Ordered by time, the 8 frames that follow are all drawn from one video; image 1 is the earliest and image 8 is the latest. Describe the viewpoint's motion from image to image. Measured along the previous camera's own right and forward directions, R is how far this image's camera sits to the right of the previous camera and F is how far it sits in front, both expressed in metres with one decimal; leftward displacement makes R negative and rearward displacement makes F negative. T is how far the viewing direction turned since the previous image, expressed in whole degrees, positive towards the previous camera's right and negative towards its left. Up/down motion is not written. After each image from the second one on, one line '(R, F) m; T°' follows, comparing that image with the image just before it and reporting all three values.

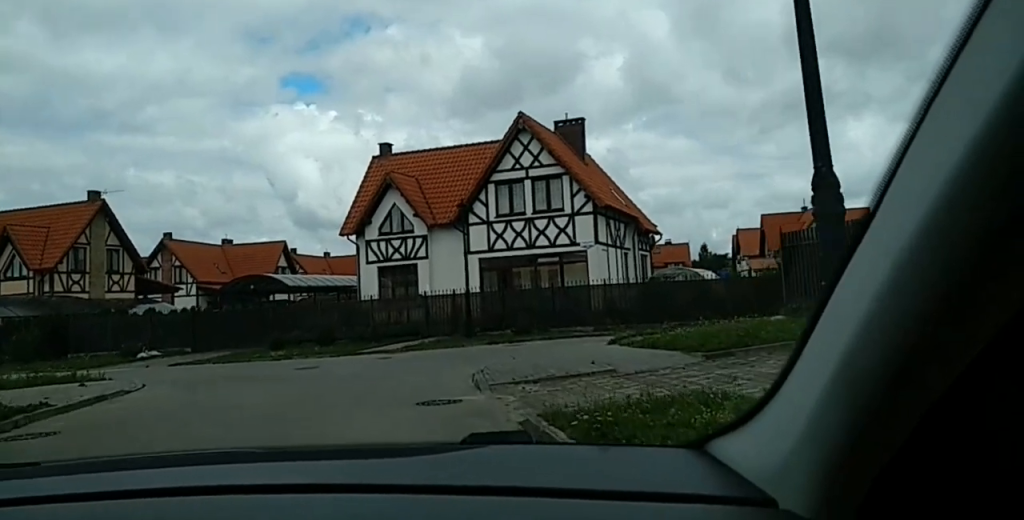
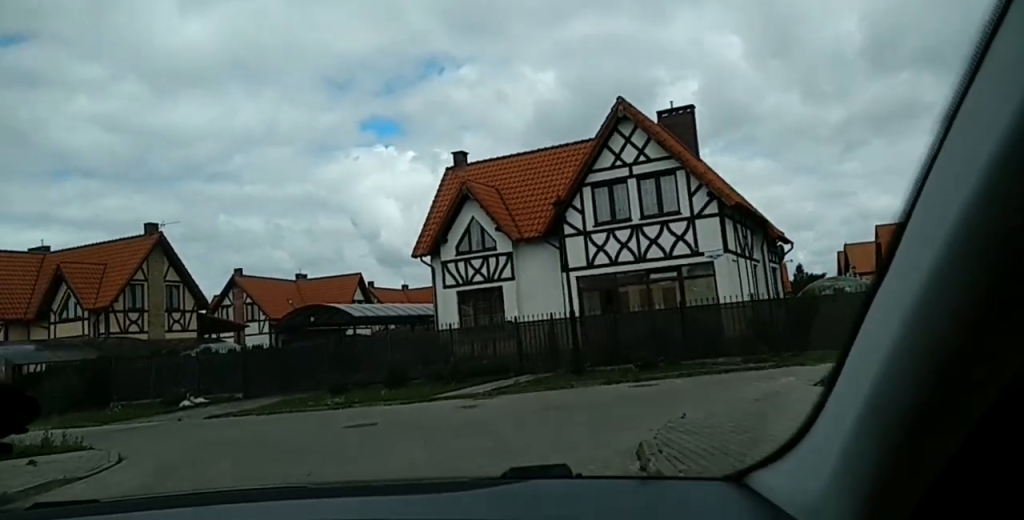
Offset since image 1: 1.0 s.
(+0.1, +5.9) m; +3°
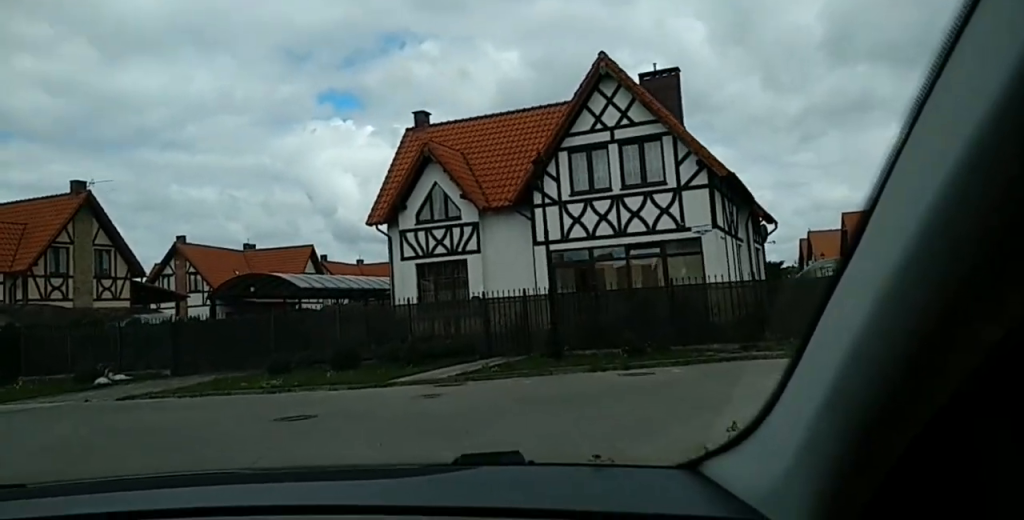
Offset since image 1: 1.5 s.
(0.0, +2.6) m; +2°
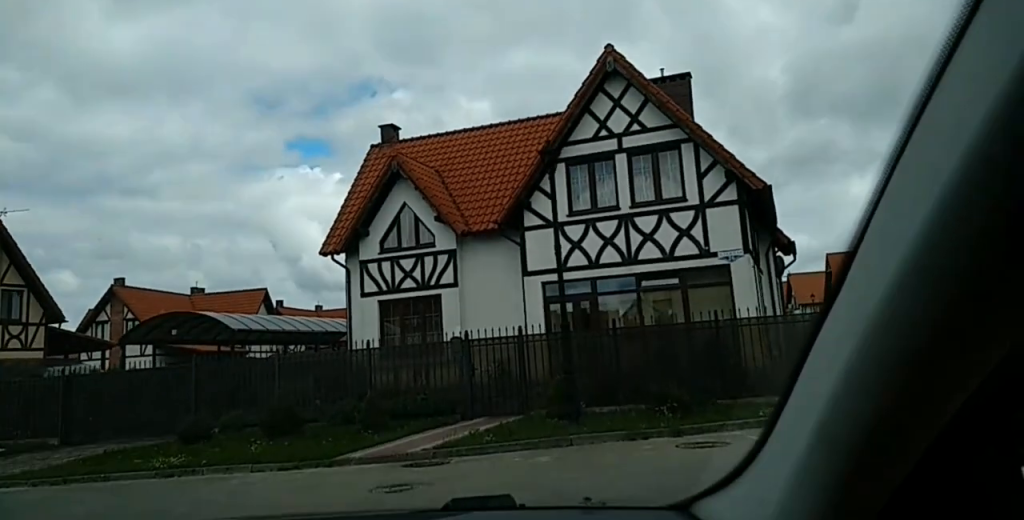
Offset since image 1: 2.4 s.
(+0.1, +4.8) m; -5°
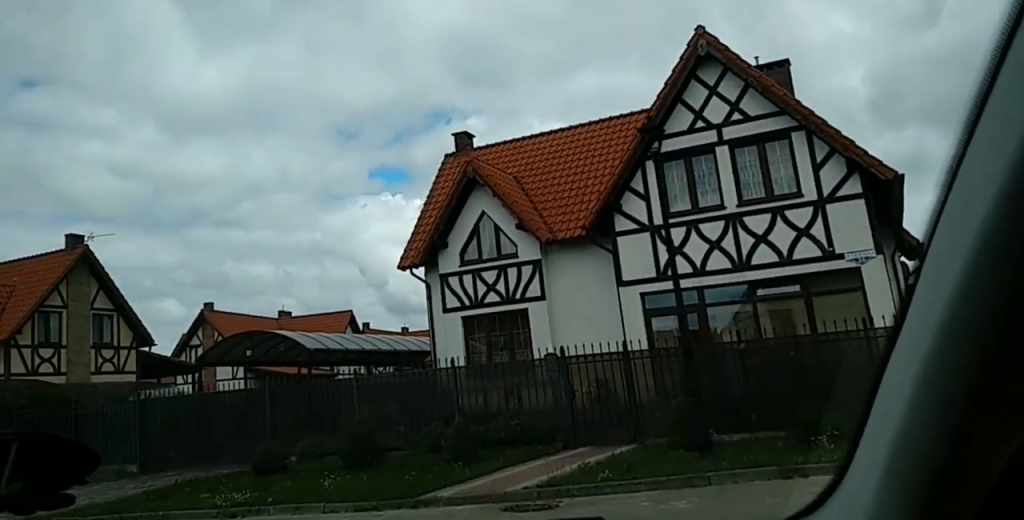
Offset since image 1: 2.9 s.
(-0.2, +2.6) m; -9°
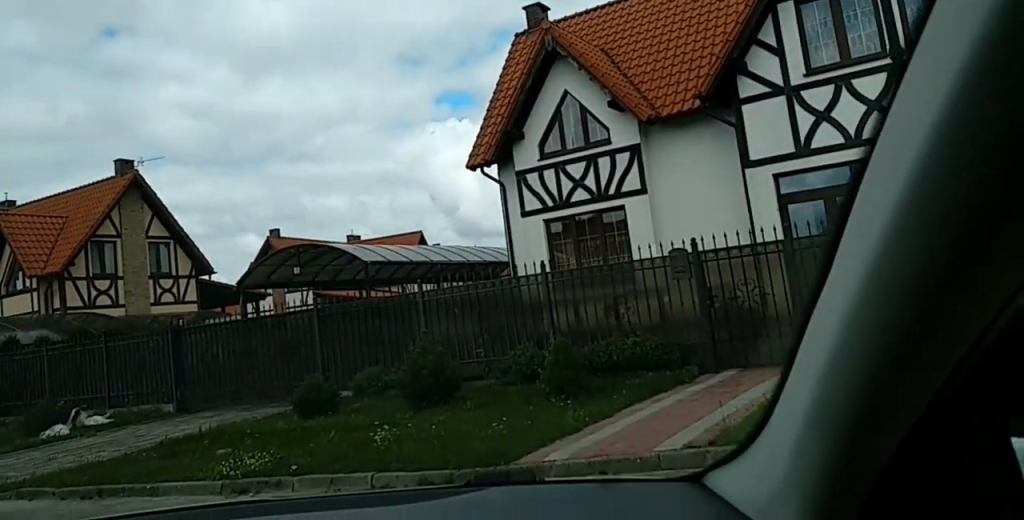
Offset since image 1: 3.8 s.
(-0.5, +4.1) m; -15°
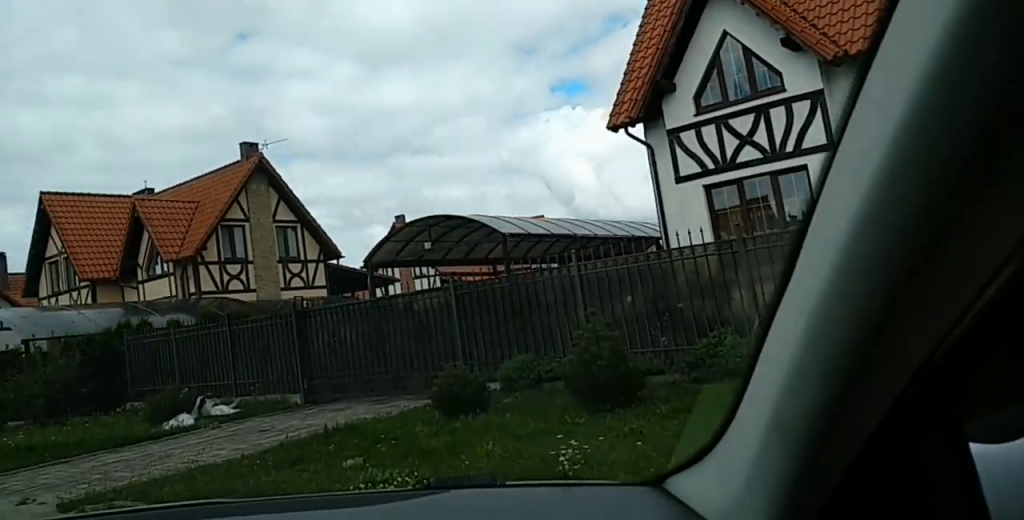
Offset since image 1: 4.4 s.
(-0.3, +2.9) m; -10°
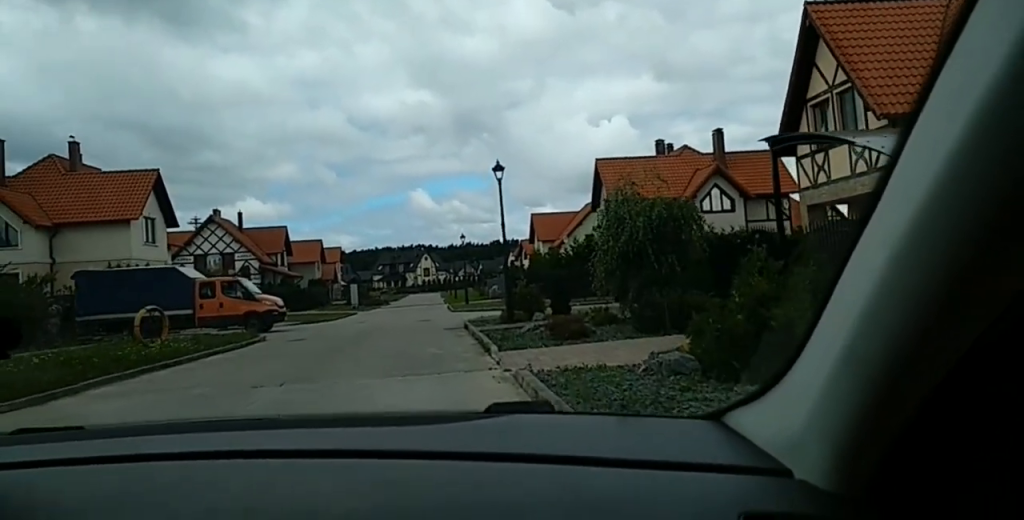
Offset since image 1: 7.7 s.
(-5.4, +14.2) m; -29°
